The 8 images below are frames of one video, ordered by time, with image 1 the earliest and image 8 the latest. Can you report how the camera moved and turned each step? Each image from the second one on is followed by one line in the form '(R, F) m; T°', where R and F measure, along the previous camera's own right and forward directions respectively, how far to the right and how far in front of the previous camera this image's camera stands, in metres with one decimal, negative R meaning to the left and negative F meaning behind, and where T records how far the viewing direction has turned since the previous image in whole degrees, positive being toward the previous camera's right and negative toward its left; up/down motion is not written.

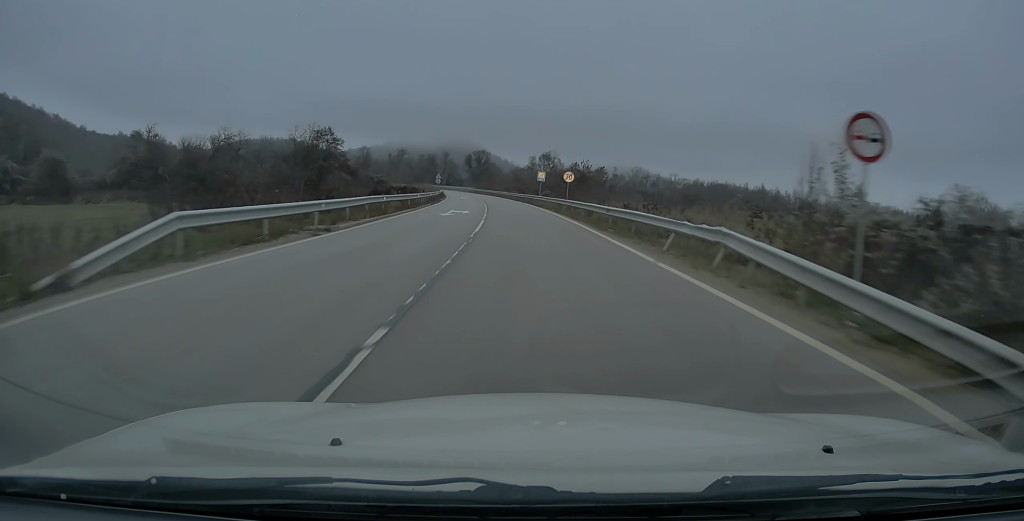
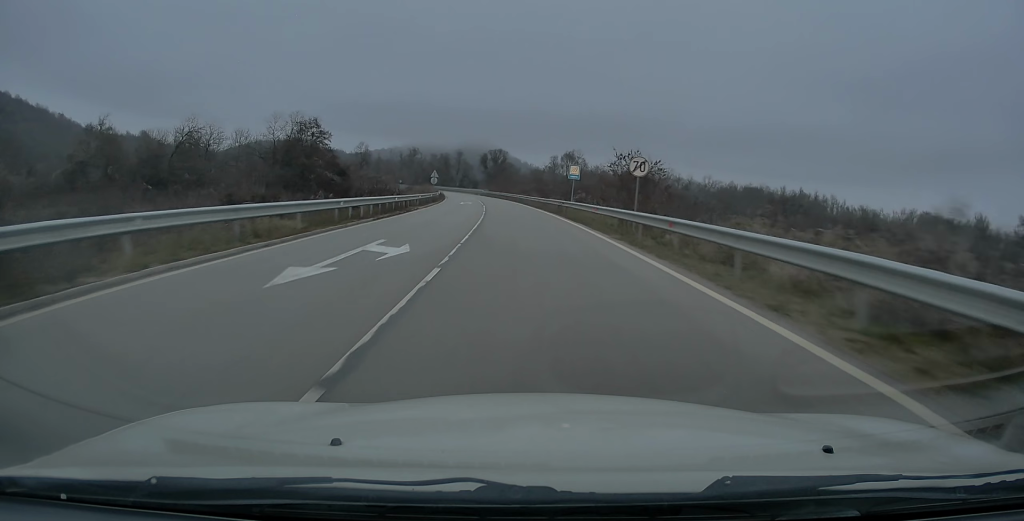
(-0.3, +21.5) m; -2°
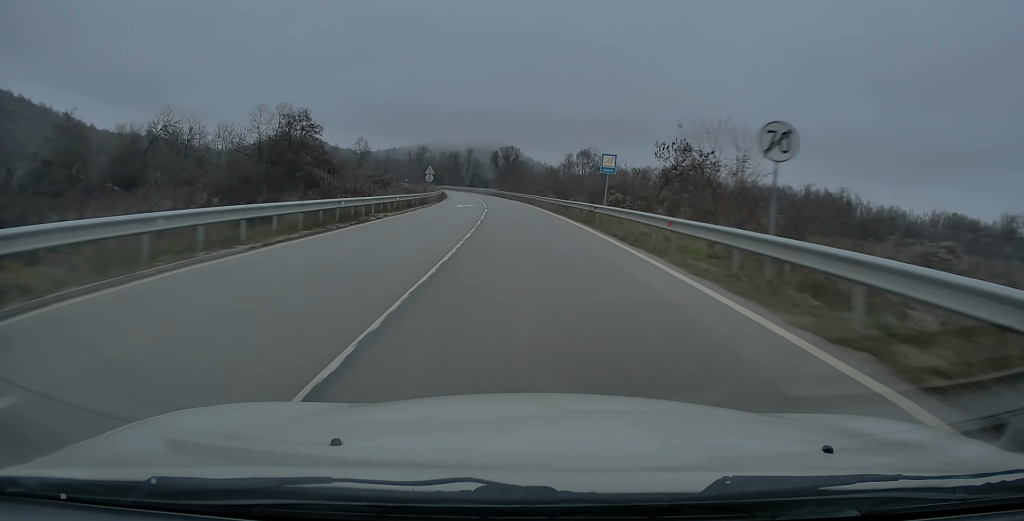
(+0.1, +11.9) m; -1°
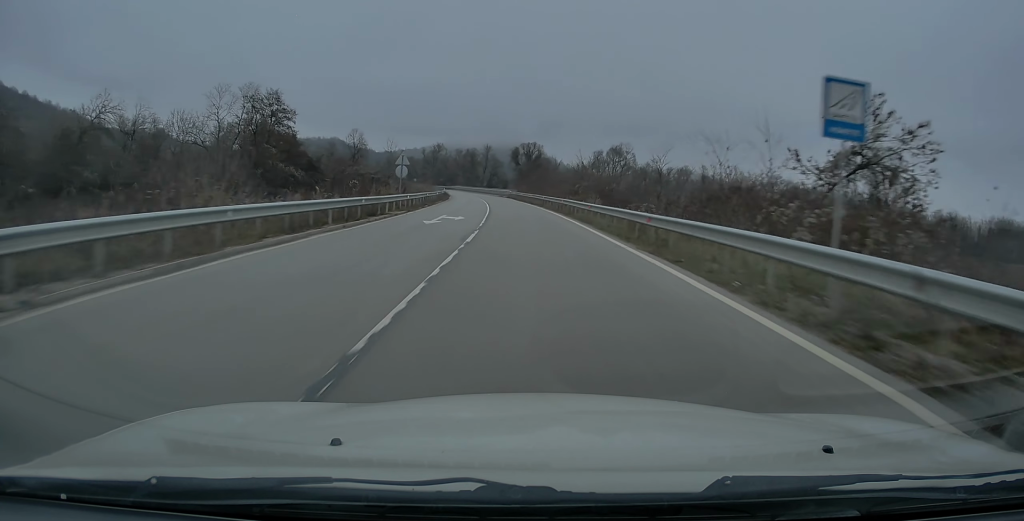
(-0.6, +21.5) m; -2°
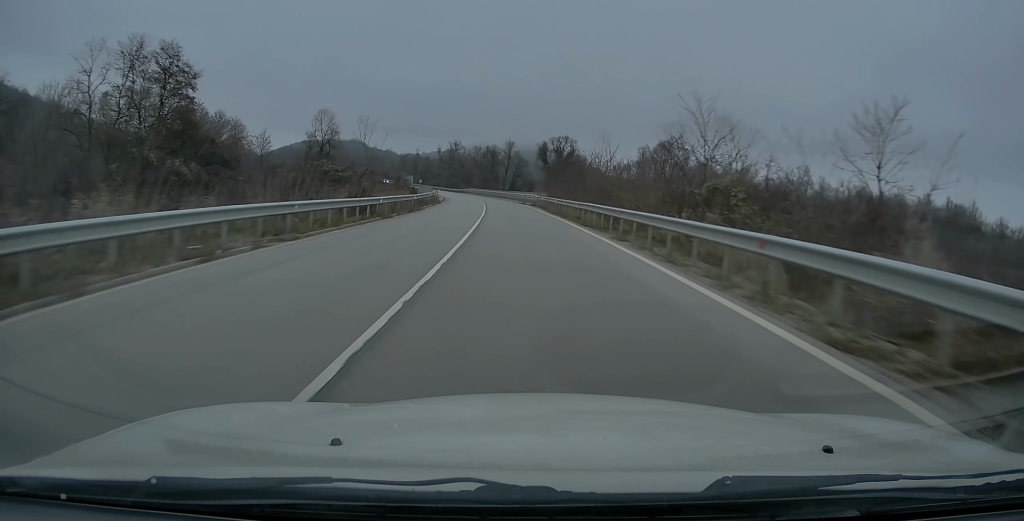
(-0.6, +31.9) m; -3°
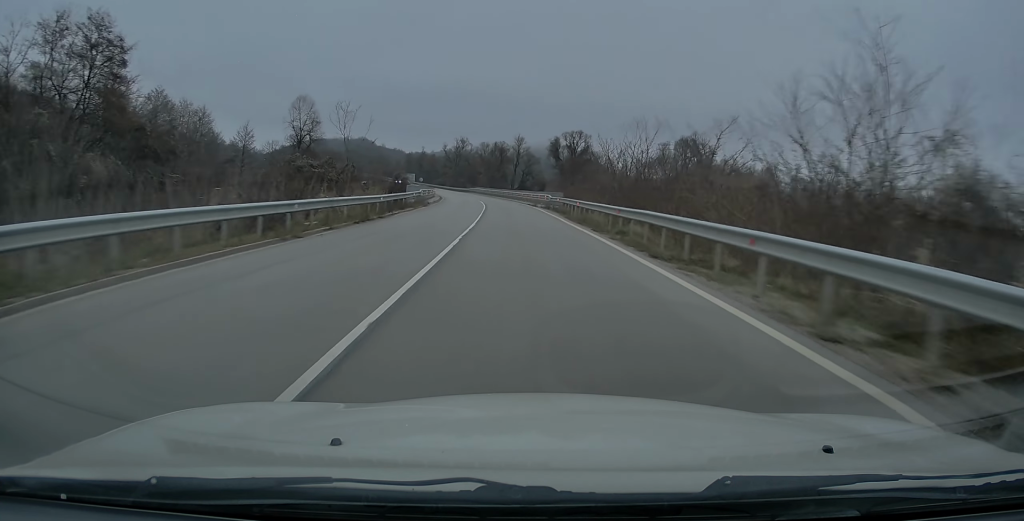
(-0.1, +11.9) m; -1°
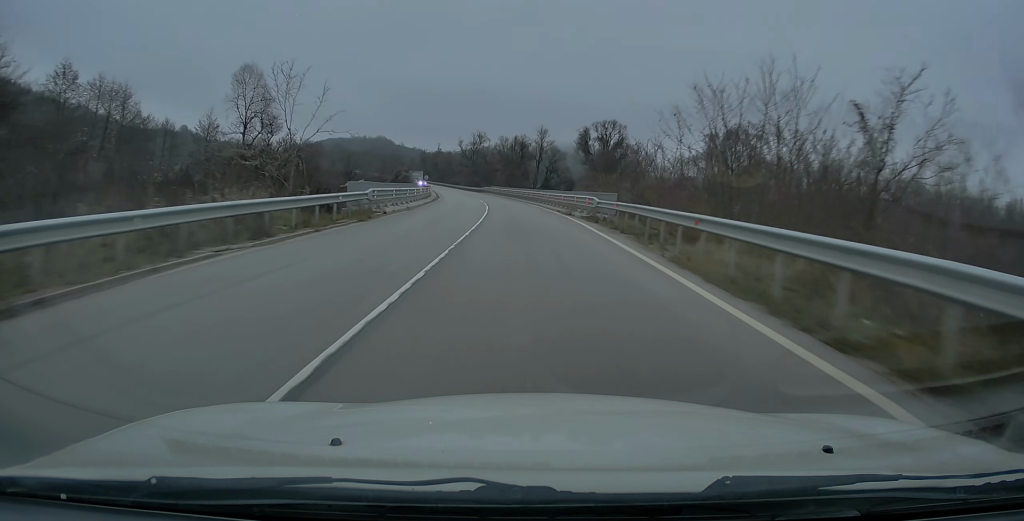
(-0.4, +20.1) m; -2°
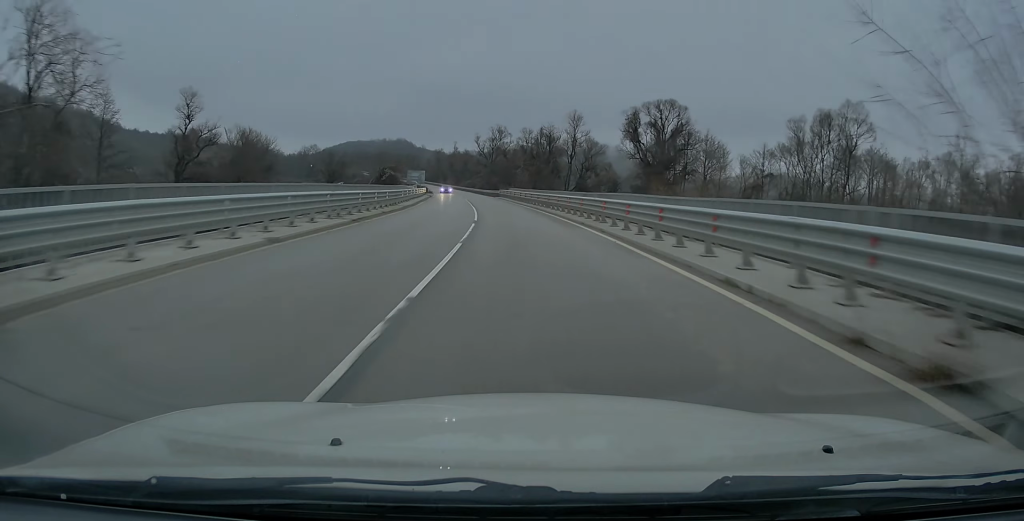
(-0.5, +29.1) m; -2°
